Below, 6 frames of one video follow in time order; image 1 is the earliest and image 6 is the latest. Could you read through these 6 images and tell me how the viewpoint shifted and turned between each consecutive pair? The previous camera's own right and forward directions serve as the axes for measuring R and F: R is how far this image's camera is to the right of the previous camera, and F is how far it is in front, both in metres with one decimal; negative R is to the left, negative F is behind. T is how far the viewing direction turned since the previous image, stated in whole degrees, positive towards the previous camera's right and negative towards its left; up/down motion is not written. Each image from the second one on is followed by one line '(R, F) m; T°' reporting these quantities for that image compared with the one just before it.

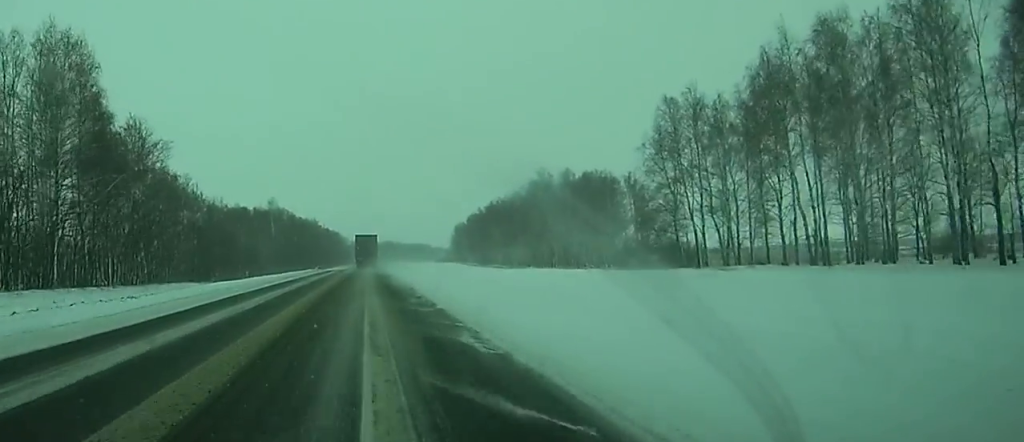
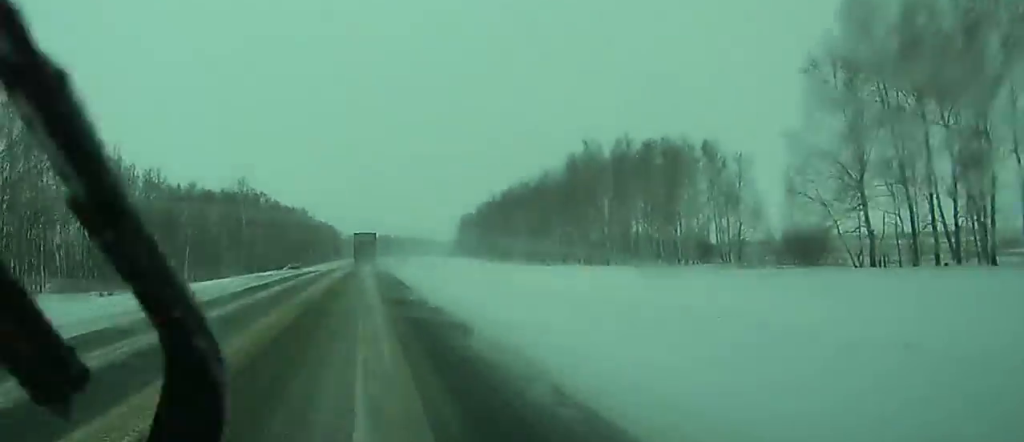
(+0.1, +43.1) m; 0°
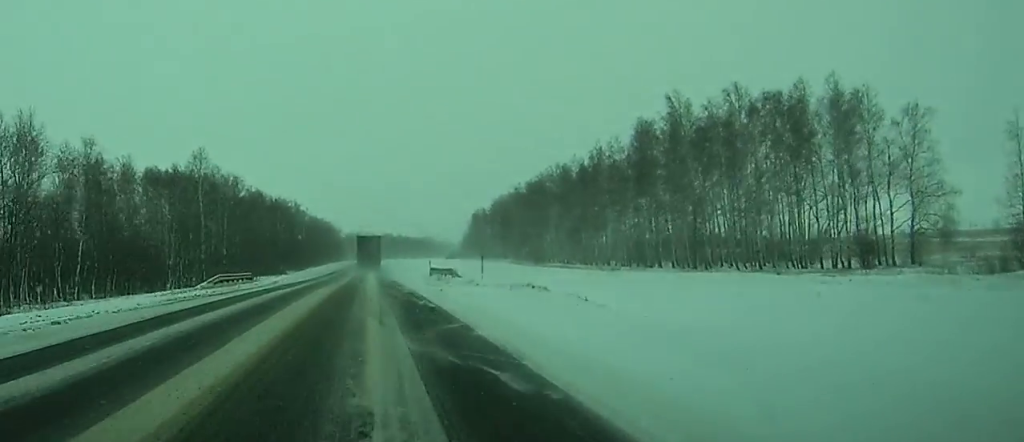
(0.0, +42.1) m; 0°
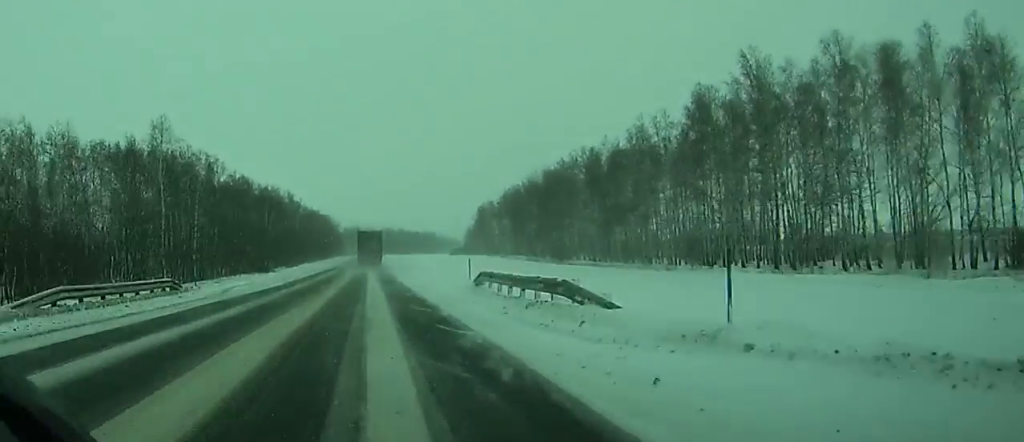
(0.0, +22.5) m; 0°
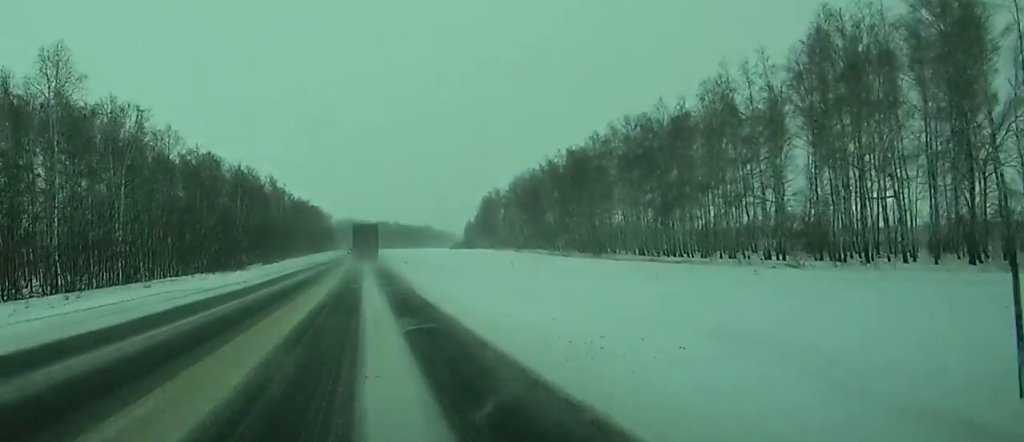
(0.0, +31.4) m; 0°
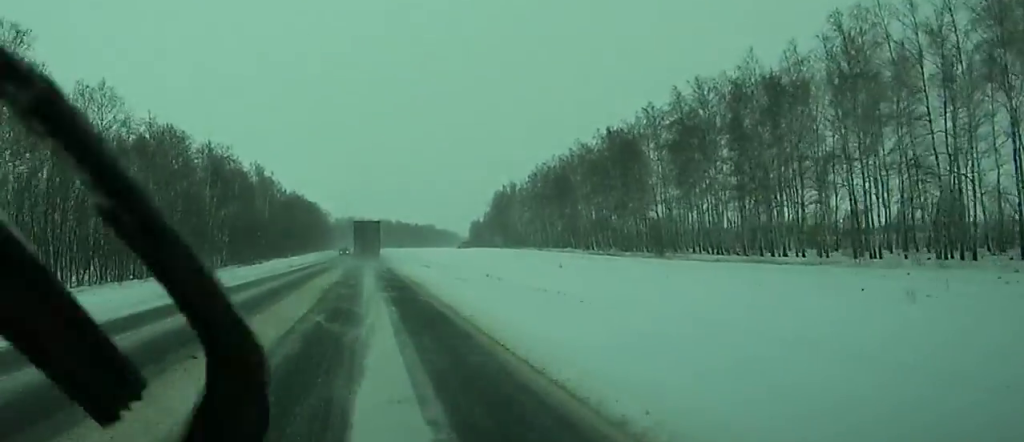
(+0.1, +29.0) m; 0°
